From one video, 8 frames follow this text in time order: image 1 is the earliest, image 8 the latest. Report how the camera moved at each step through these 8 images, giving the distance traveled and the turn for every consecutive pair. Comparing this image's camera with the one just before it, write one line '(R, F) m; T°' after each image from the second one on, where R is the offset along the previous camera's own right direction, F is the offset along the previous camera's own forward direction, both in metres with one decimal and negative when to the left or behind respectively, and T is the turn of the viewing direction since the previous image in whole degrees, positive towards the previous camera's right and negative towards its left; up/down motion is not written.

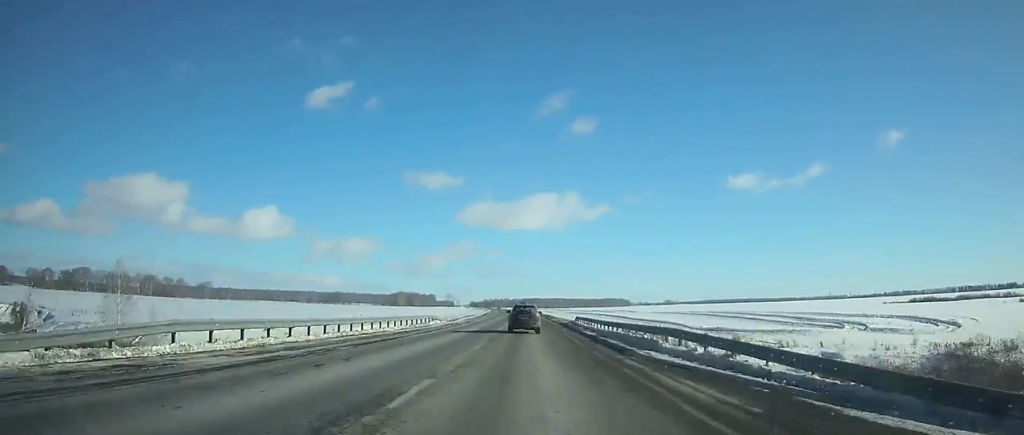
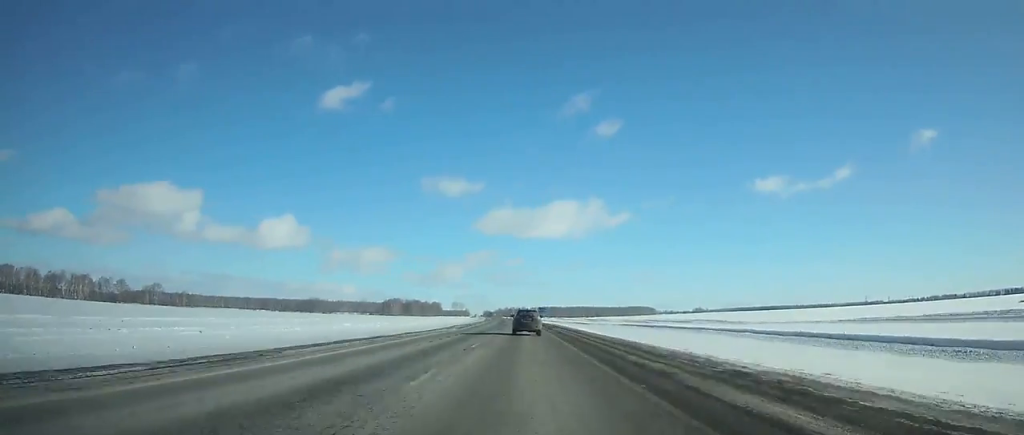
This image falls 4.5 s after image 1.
(-1.2, +117.6) m; -2°
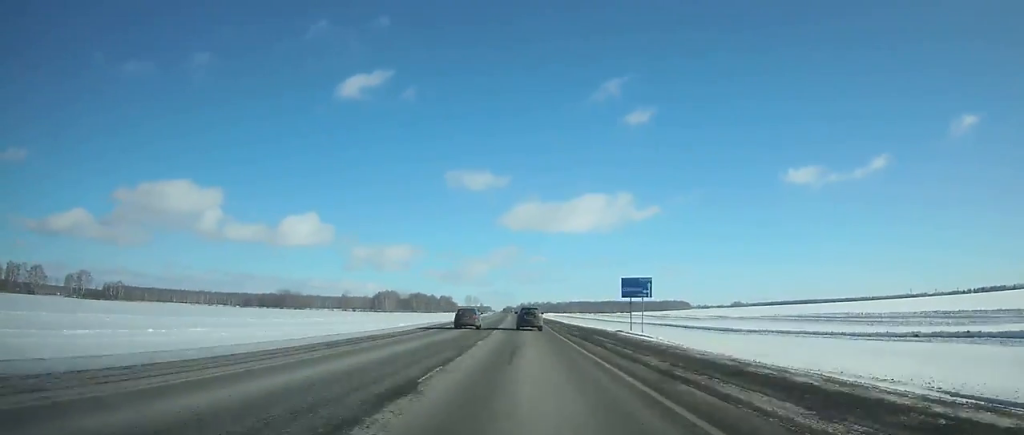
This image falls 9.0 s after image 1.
(-2.8, +122.0) m; -2°
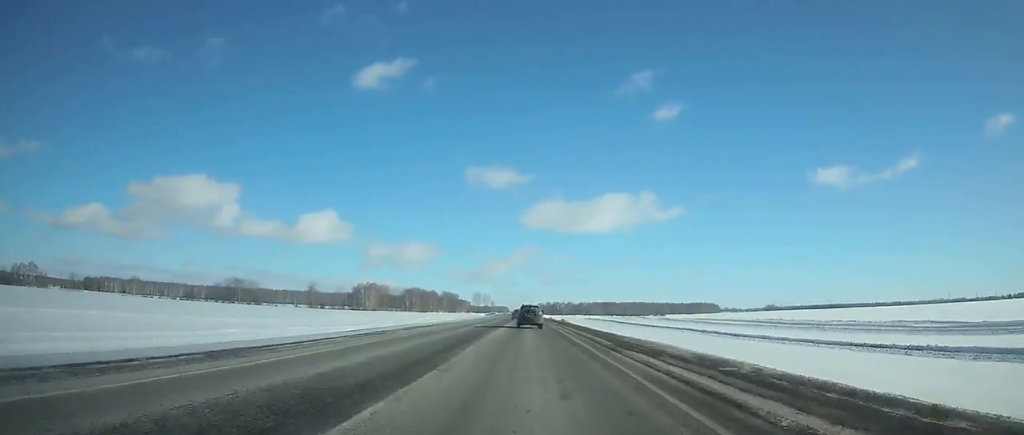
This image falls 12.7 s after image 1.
(-1.6, +103.6) m; -2°
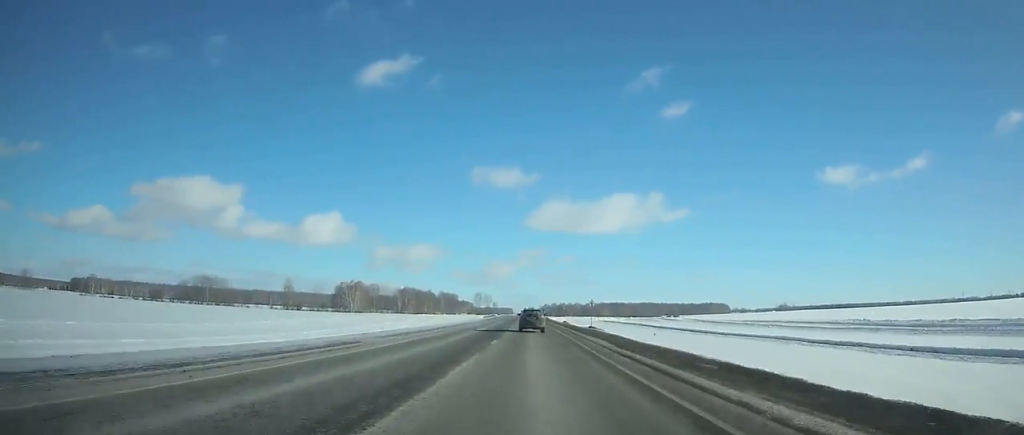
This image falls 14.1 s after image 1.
(-0.1, +39.9) m; 0°
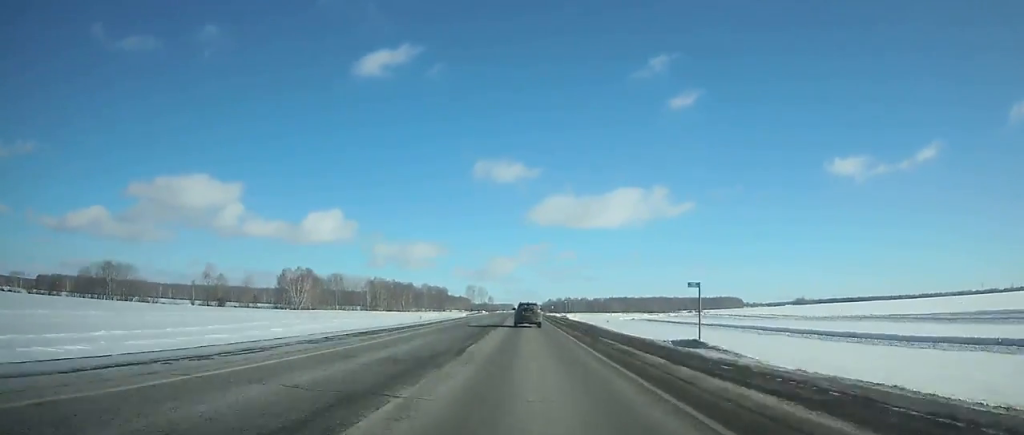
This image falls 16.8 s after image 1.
(-0.4, +77.9) m; 0°
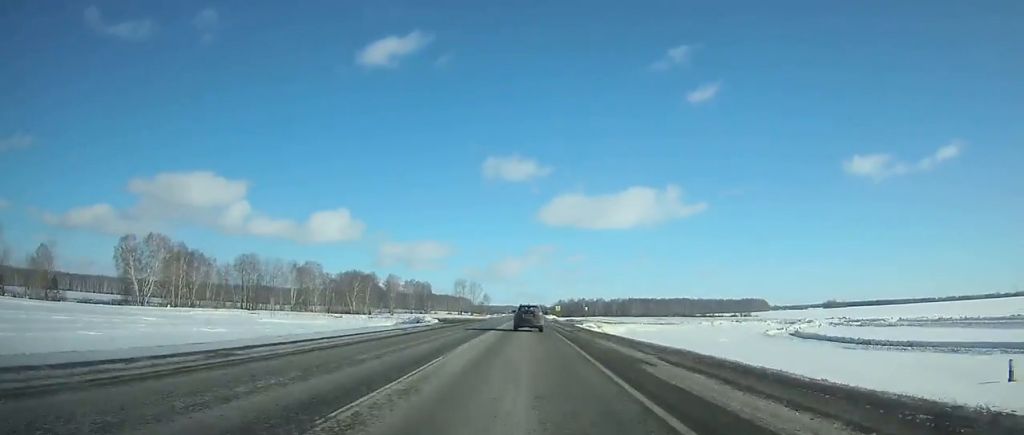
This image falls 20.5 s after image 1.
(-0.5, +106.9) m; 0°
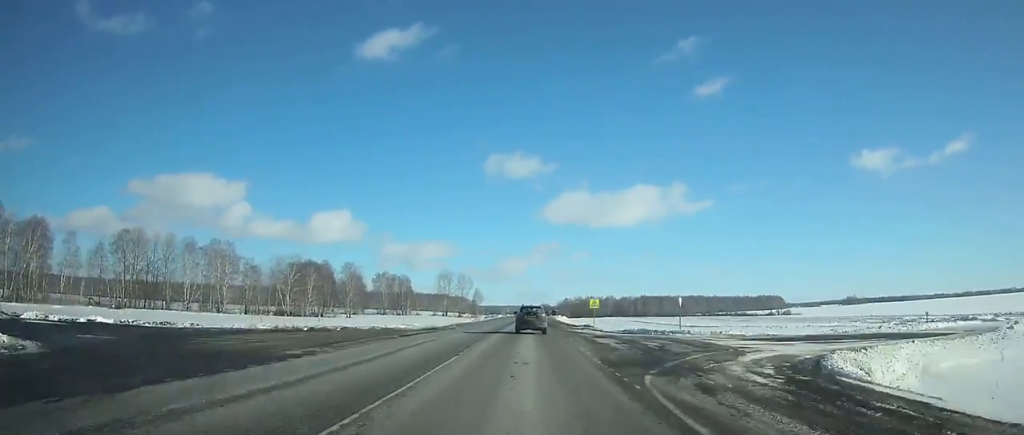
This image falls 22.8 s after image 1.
(-0.1, +65.7) m; 0°
